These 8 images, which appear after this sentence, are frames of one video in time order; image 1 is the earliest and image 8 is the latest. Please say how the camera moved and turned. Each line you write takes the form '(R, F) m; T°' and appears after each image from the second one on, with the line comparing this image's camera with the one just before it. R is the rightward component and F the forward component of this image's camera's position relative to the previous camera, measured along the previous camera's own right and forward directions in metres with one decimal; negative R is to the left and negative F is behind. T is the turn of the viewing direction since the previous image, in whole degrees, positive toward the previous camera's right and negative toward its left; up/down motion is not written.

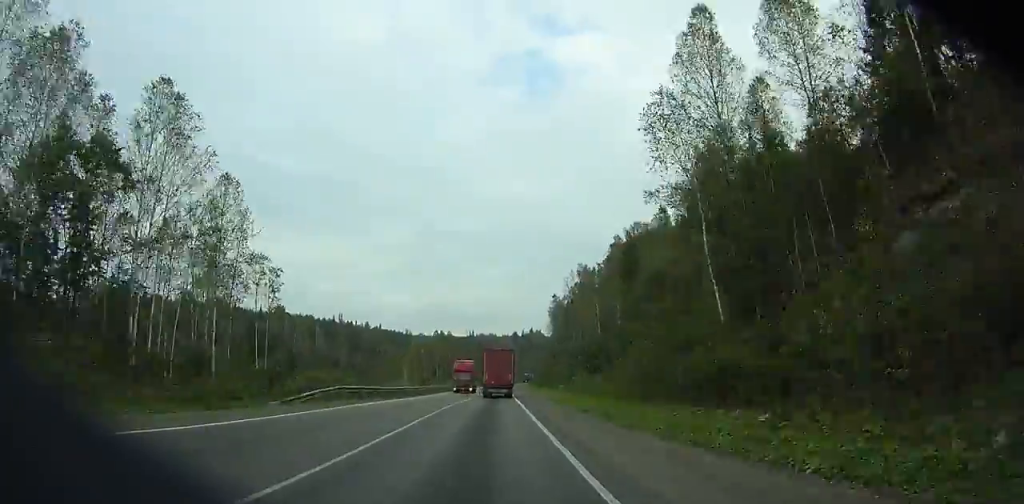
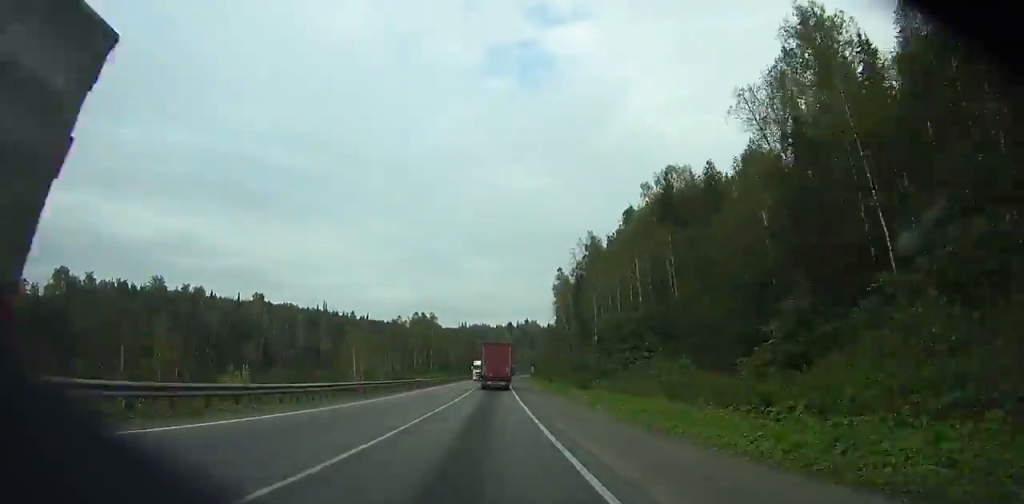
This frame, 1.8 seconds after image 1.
(-16.0, +20.3) m; -8°
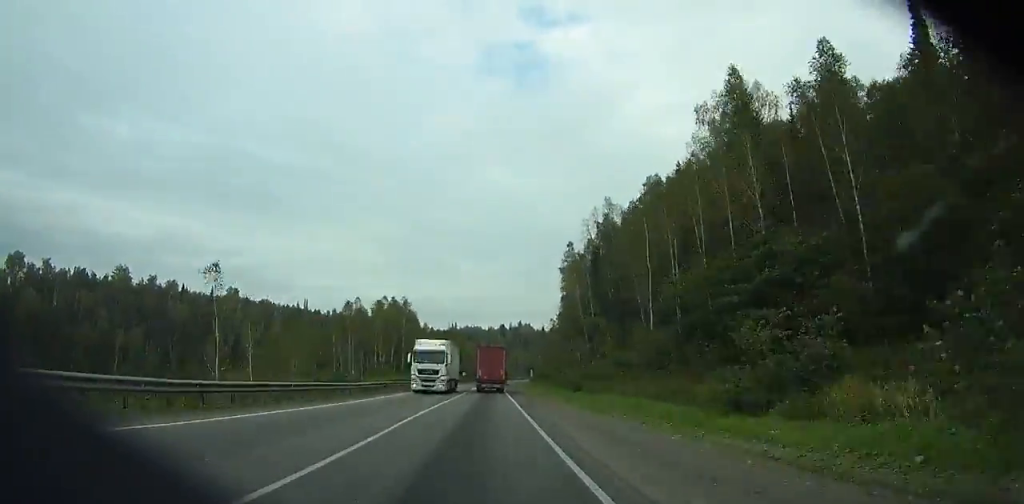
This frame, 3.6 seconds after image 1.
(+2.3, +30.3) m; +5°
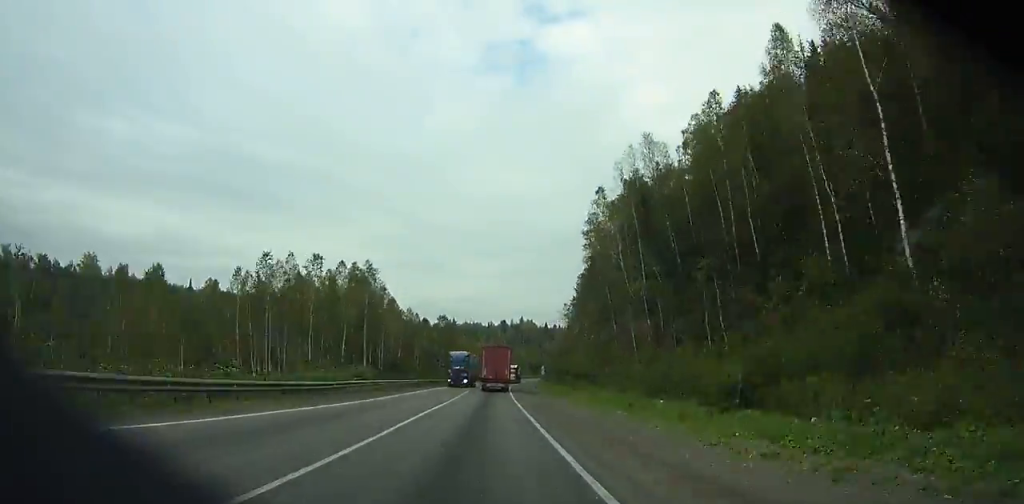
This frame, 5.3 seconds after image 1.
(+6.9, +33.4) m; +11°
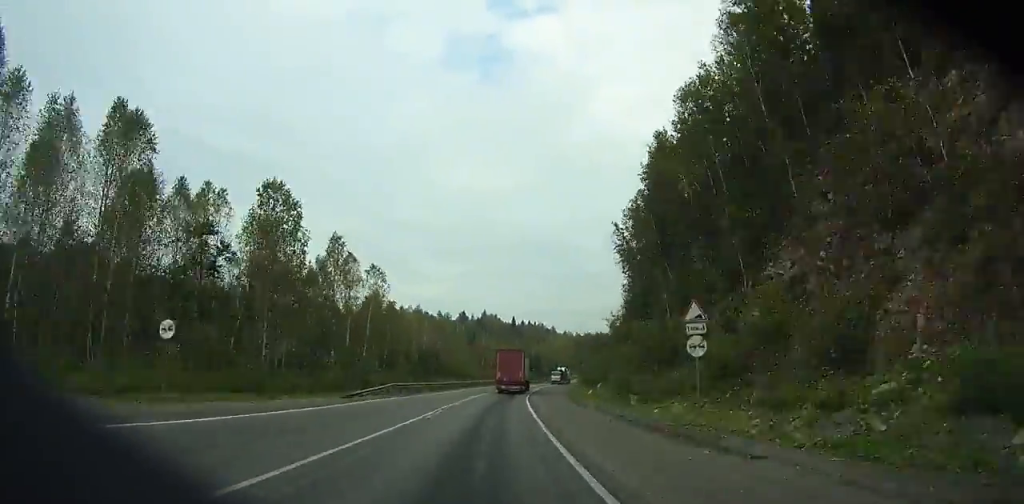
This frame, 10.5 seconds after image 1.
(+3.3, +104.1) m; +5°
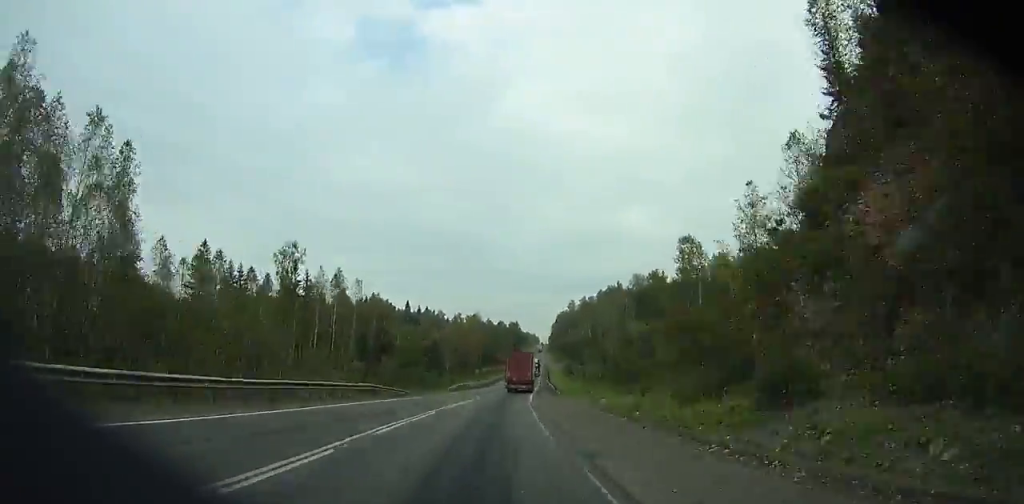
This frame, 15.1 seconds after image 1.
(+8.1, +97.2) m; +10°
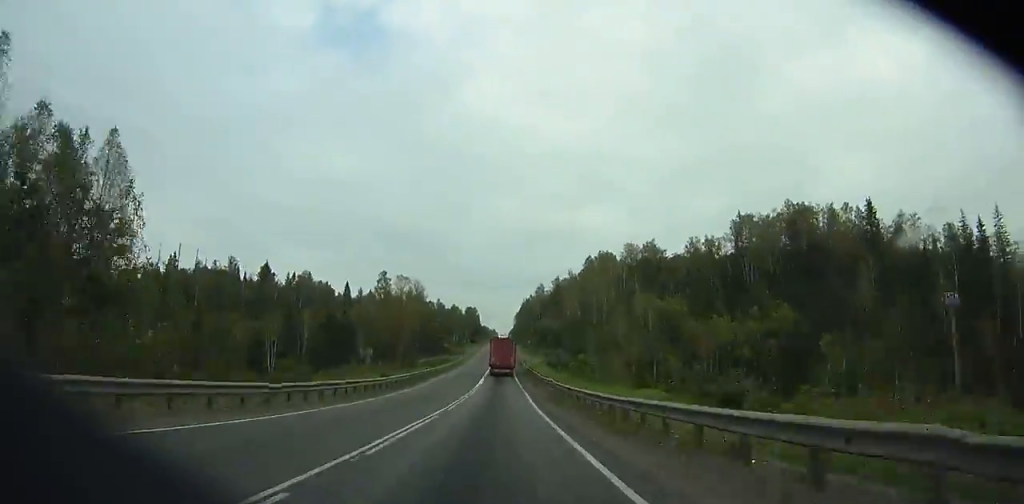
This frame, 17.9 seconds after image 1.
(+3.3, +62.4) m; +4°
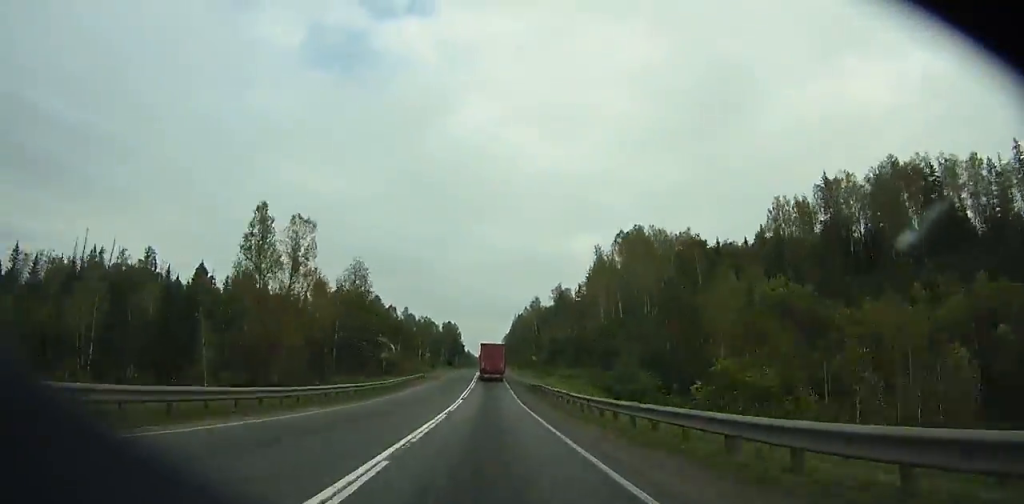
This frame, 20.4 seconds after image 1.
(+0.9, +56.7) m; +1°
